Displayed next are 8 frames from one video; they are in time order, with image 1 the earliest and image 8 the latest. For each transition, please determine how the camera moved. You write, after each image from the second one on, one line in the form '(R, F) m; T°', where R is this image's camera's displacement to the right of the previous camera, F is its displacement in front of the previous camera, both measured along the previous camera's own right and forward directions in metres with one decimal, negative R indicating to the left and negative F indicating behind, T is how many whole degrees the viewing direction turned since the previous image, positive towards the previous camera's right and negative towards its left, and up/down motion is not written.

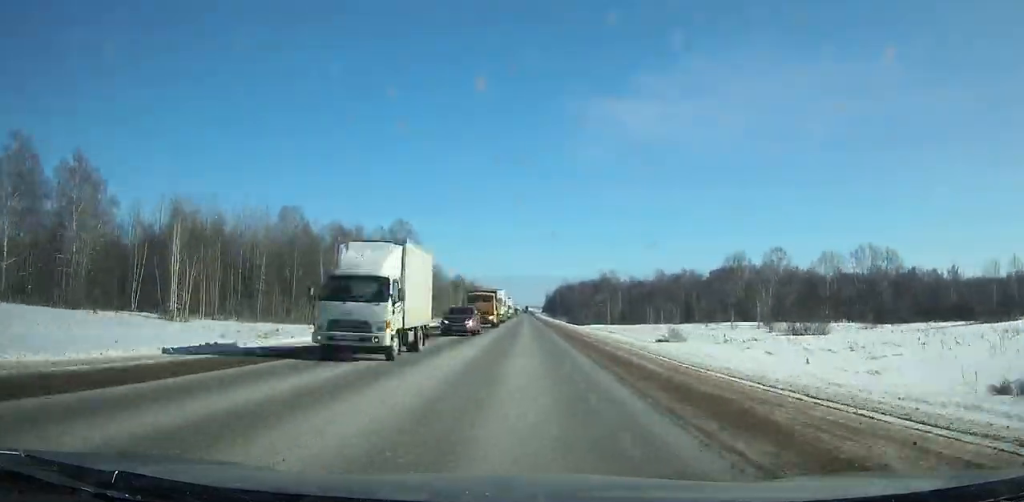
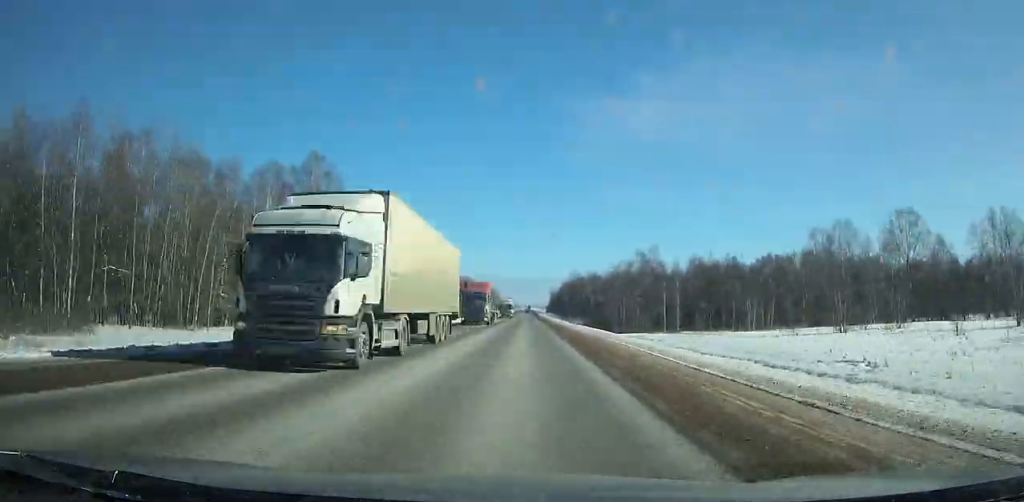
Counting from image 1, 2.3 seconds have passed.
(-0.1, +61.5) m; 0°
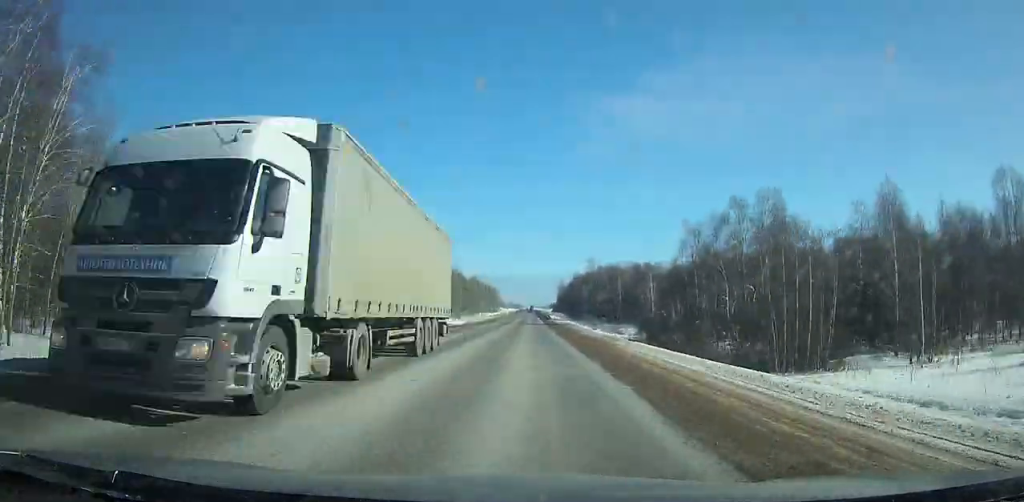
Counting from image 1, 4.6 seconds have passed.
(-0.1, +61.4) m; 0°
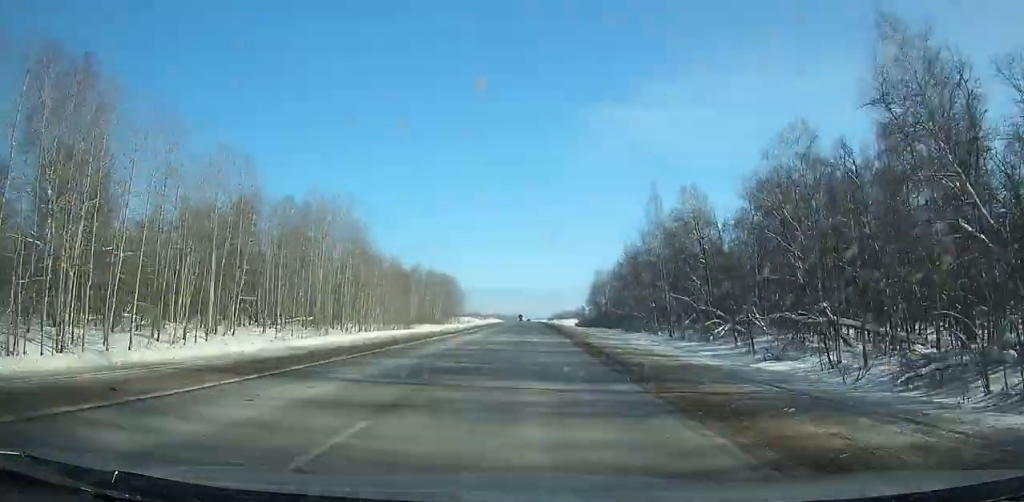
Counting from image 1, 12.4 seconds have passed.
(+0.4, +203.8) m; 0°
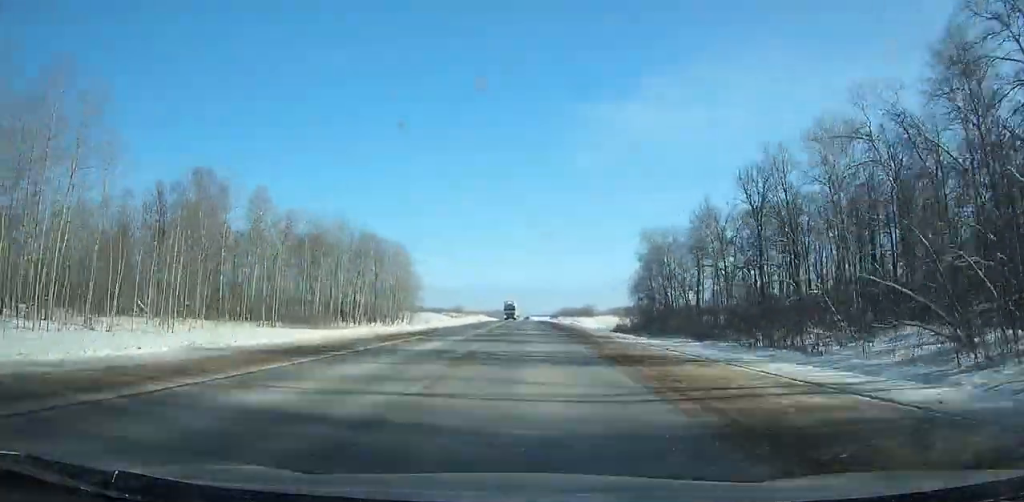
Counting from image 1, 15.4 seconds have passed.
(+0.3, +76.9) m; 0°
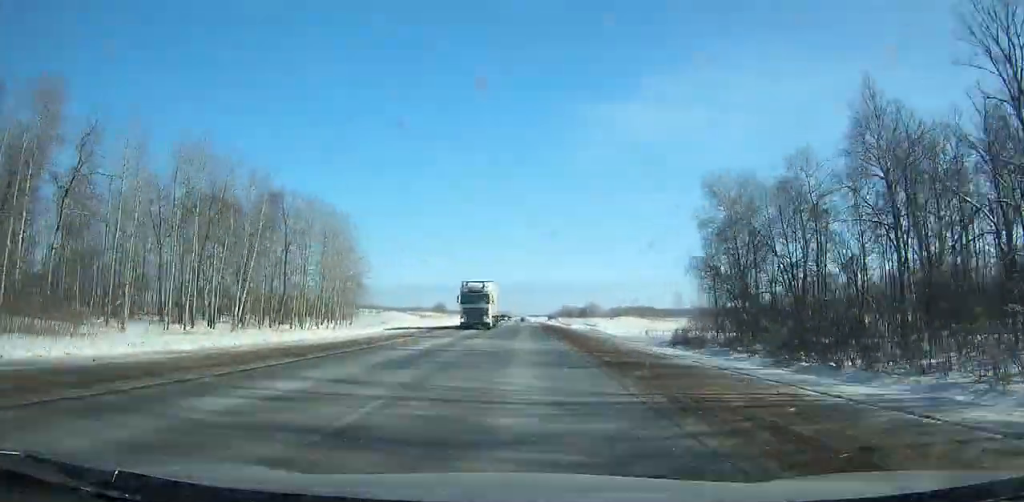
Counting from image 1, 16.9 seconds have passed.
(0.0, +39.9) m; 0°
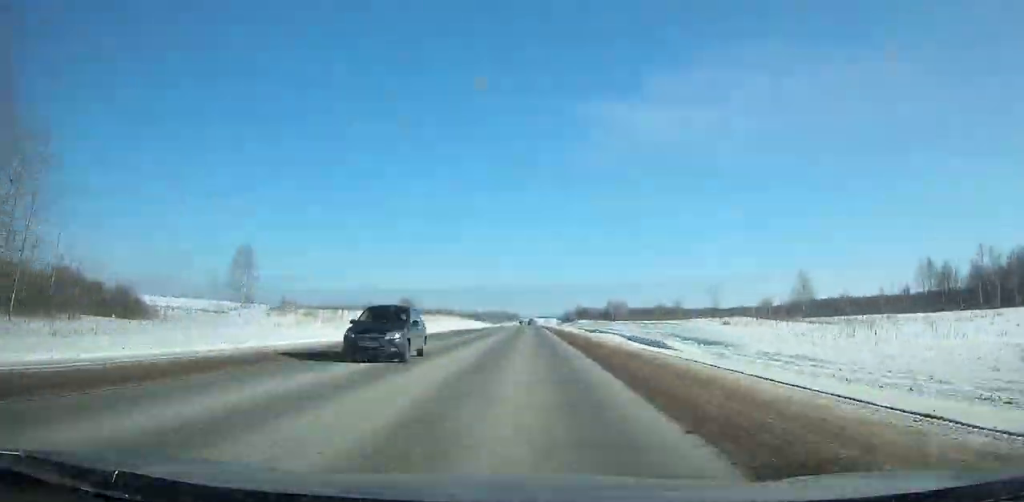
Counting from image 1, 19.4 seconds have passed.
(-0.1, +67.8) m; 0°
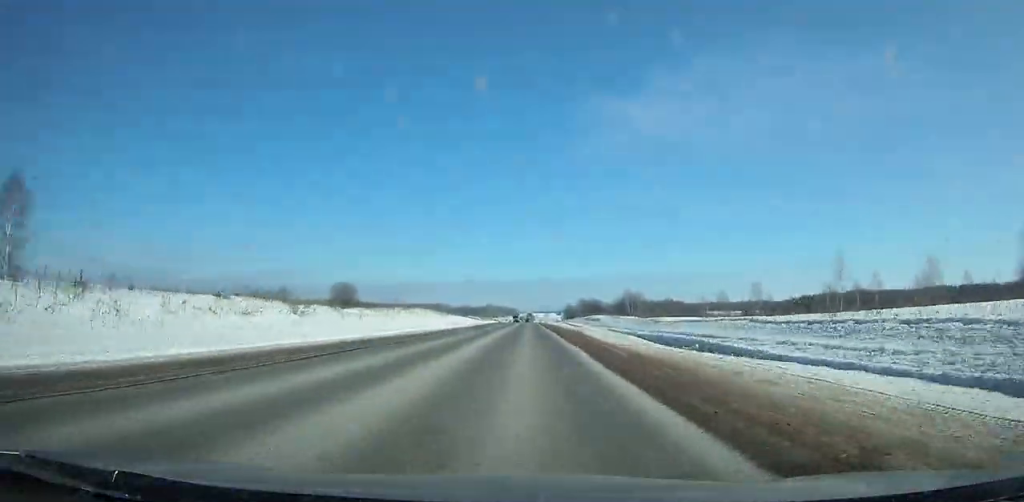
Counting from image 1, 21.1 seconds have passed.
(-0.3, +46.1) m; 0°
